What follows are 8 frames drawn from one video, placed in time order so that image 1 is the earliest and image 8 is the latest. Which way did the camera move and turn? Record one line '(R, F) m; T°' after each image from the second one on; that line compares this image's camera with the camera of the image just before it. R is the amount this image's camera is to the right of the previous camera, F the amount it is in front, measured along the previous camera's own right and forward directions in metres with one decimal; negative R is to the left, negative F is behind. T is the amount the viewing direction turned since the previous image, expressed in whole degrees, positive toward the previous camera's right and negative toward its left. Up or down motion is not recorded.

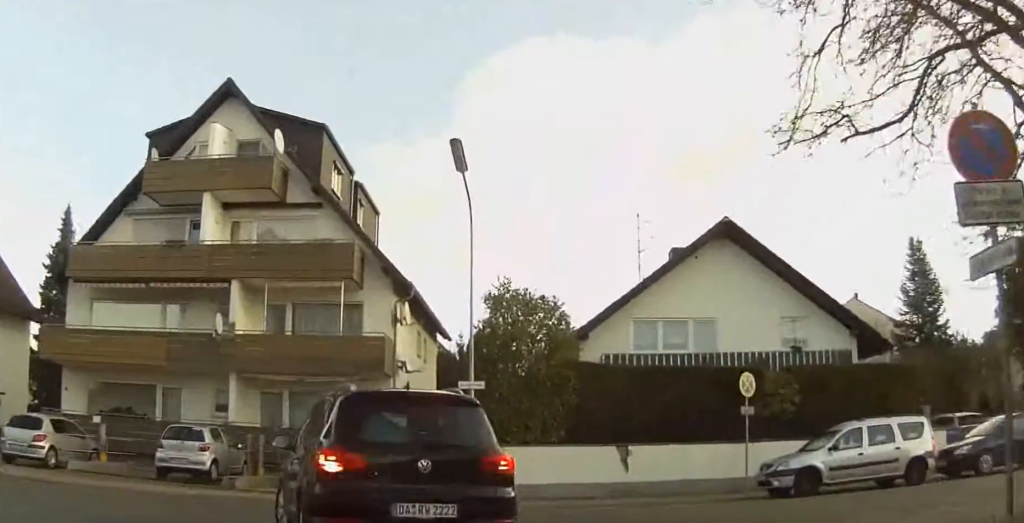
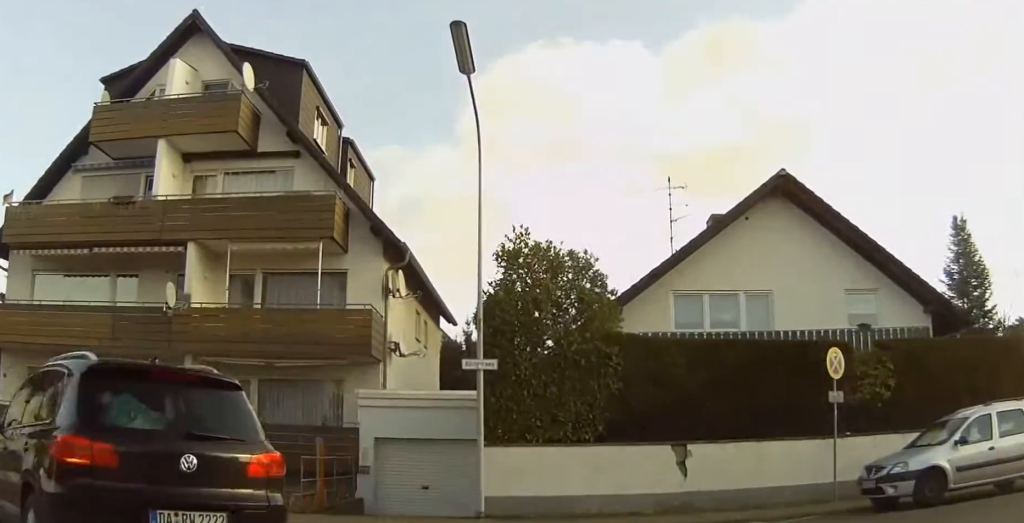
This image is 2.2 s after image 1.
(+0.2, +7.0) m; -5°
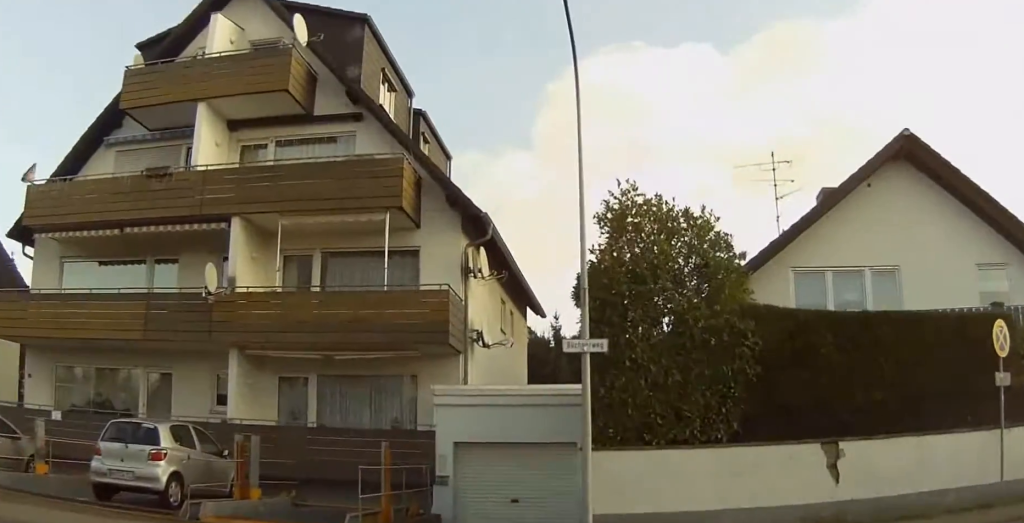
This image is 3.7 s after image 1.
(-0.2, +3.9) m; -11°
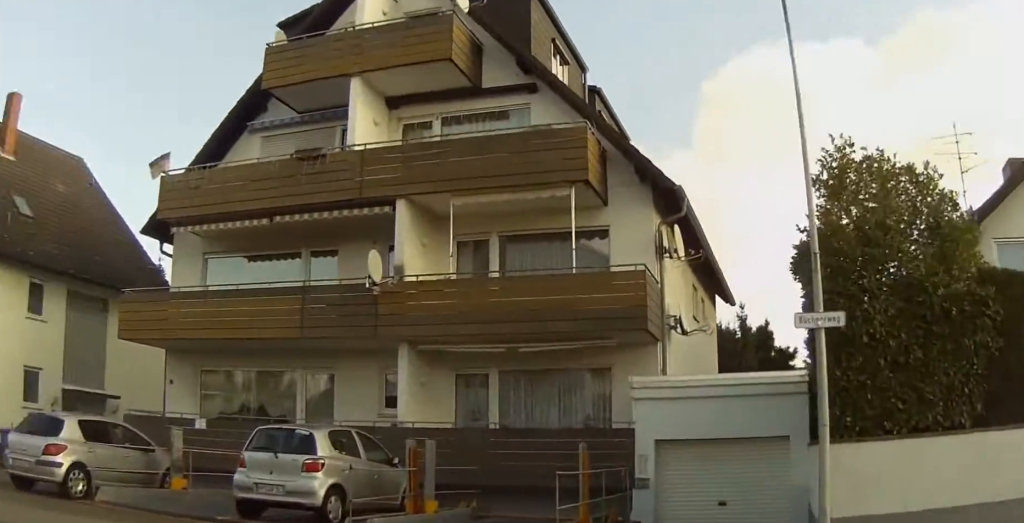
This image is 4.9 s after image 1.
(-0.3, +2.7) m; -19°
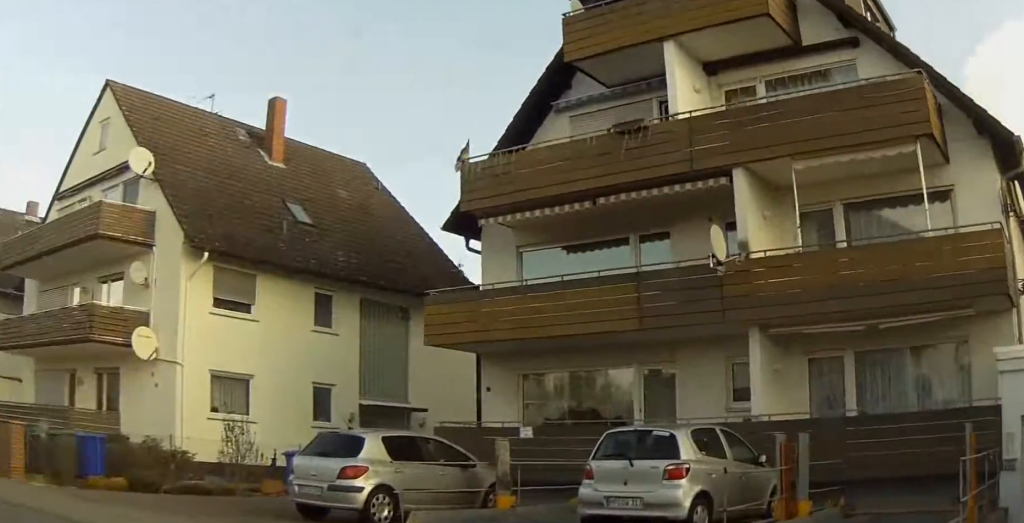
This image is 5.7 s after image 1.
(+0.1, +2.0) m; -14°
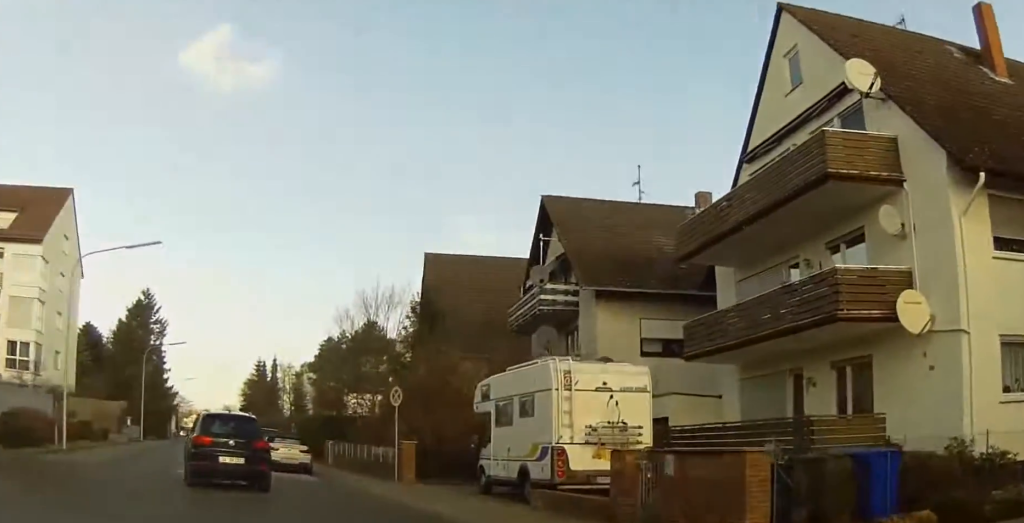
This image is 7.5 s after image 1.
(-1.4, +5.1) m; -26°
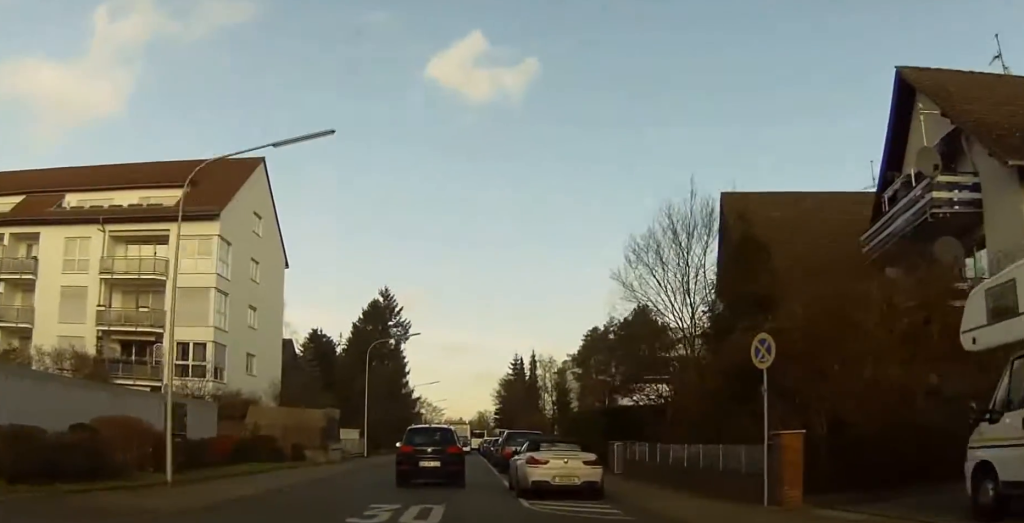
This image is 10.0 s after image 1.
(-2.1, +9.6) m; -19°
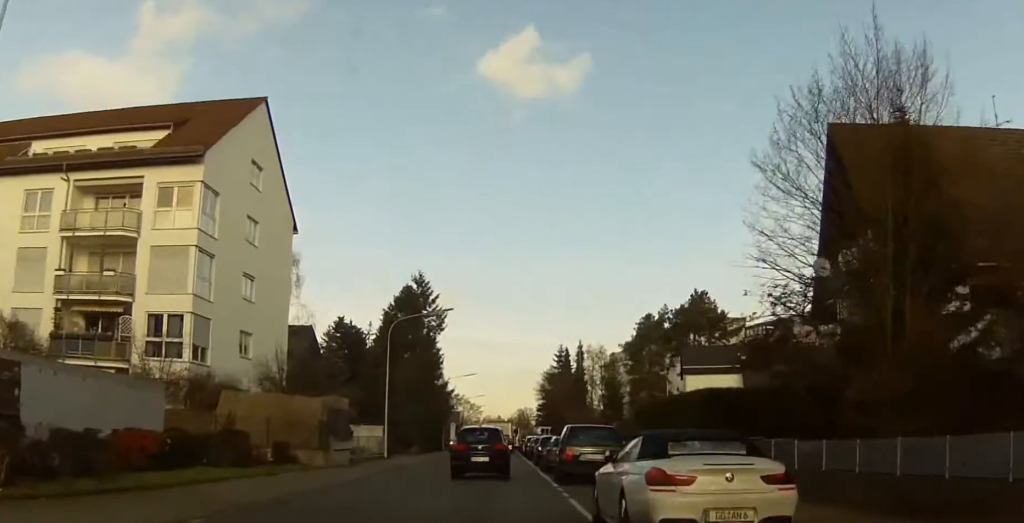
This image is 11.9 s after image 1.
(-0.6, +8.5) m; -7°
